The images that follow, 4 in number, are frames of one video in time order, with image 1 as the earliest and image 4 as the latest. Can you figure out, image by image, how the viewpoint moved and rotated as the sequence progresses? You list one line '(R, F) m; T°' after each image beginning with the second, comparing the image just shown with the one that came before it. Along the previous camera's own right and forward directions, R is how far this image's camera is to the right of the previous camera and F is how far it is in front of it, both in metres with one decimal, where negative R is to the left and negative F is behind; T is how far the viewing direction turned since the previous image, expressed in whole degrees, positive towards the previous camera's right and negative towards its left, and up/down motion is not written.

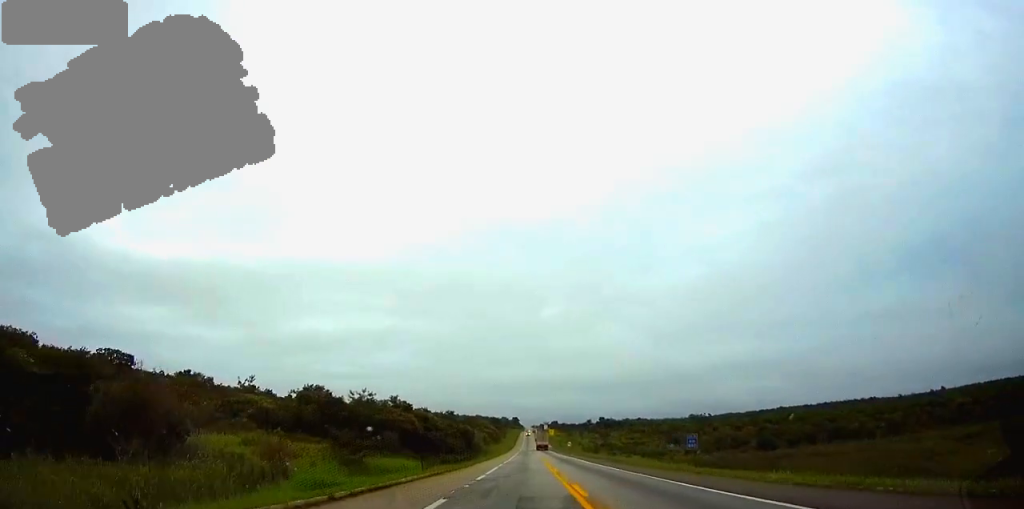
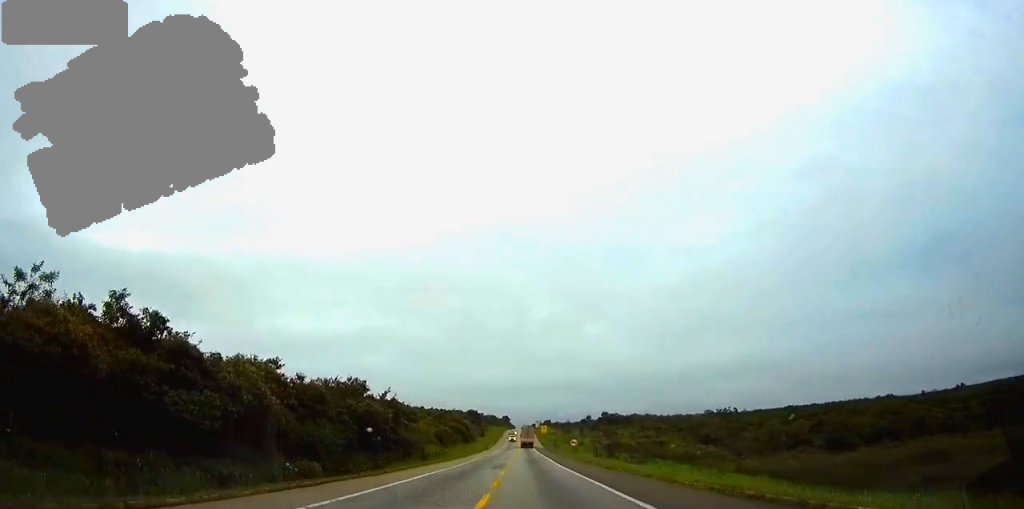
(+0.7, +61.2) m; 0°
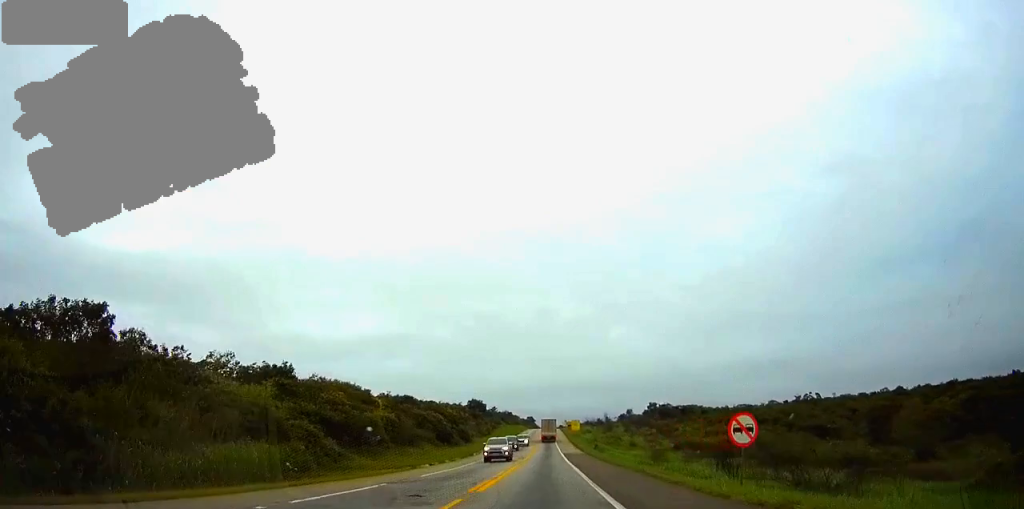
(-1.1, +67.8) m; -2°
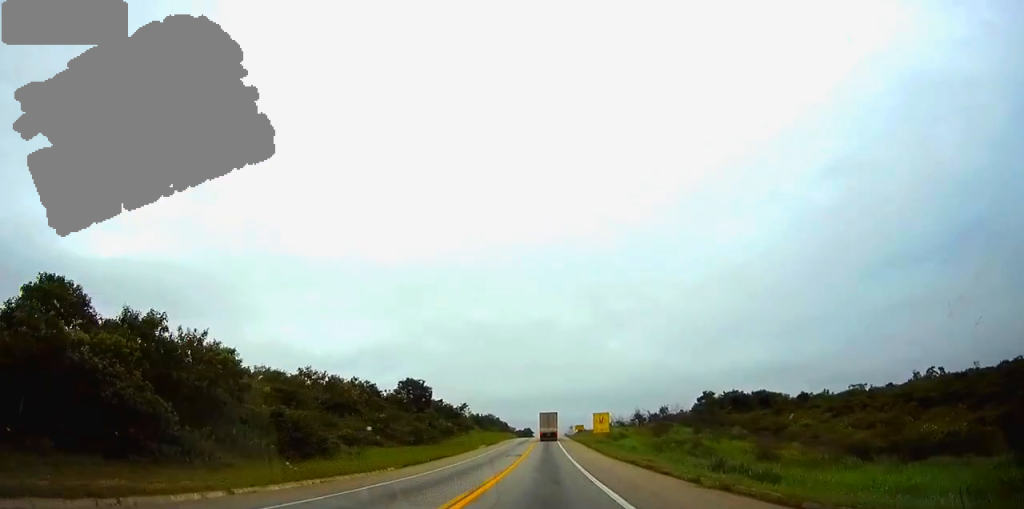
(-0.2, +80.8) m; 0°
